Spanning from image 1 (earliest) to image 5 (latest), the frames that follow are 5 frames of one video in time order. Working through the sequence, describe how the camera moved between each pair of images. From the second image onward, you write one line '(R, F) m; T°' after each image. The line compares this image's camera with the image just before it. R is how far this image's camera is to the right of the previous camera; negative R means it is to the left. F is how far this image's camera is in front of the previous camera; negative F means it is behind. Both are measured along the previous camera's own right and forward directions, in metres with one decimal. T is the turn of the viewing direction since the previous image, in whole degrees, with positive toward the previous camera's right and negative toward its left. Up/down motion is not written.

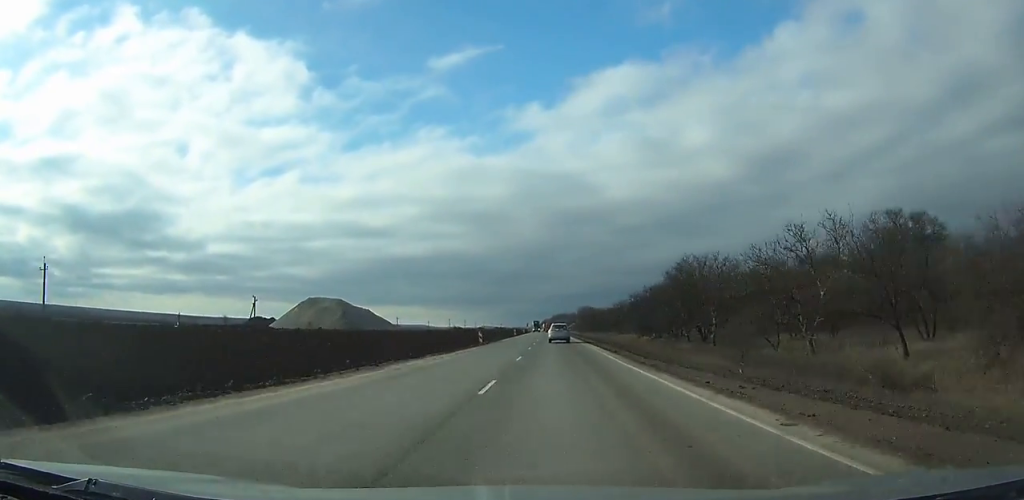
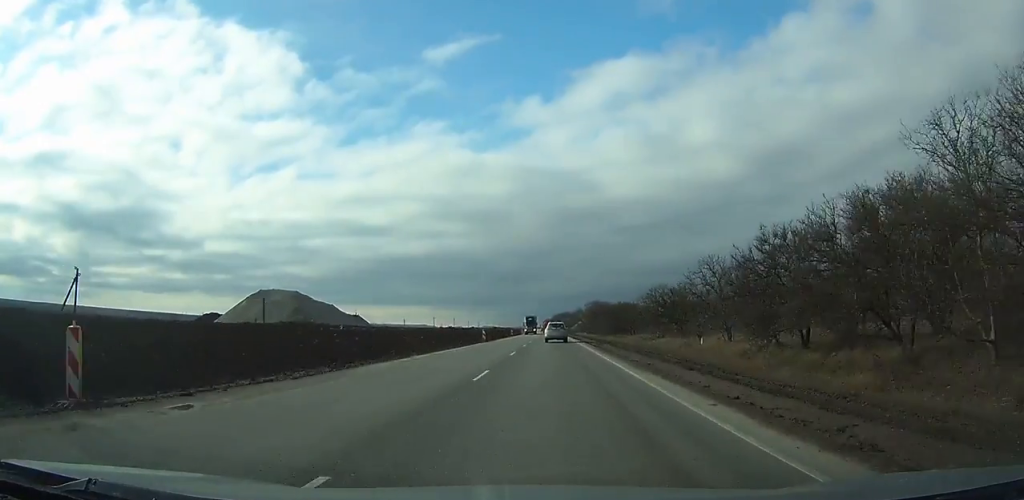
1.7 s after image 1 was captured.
(-0.1, +45.5) m; 0°
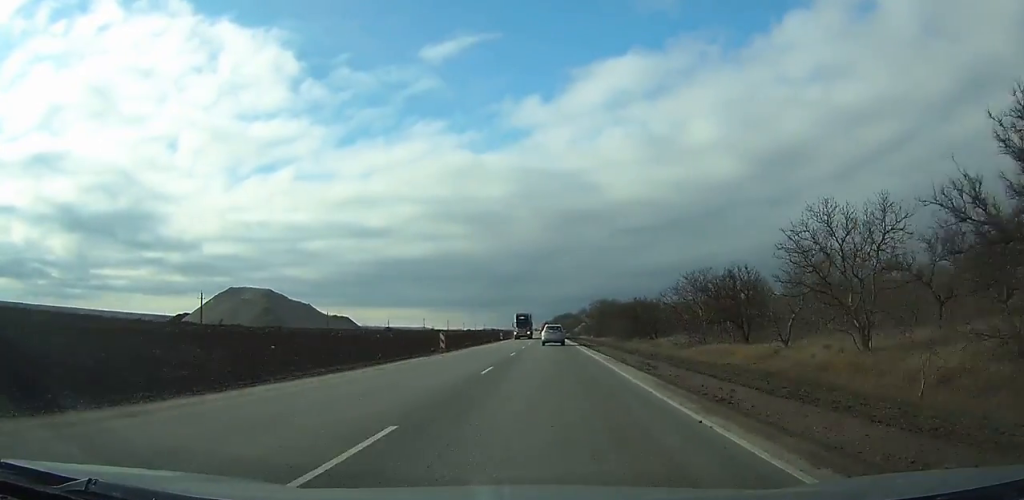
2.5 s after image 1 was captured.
(+0.1, +21.6) m; 0°
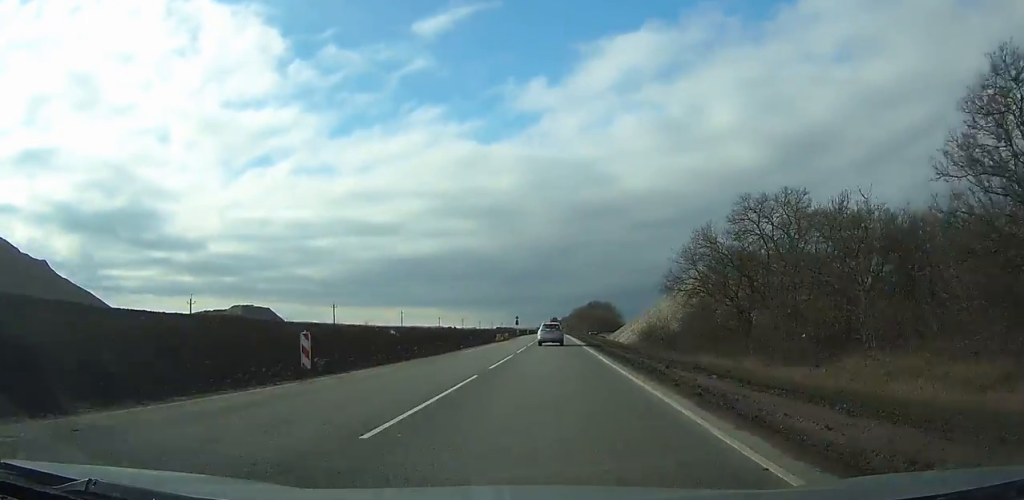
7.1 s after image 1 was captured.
(-1.6, +118.4) m; -1°
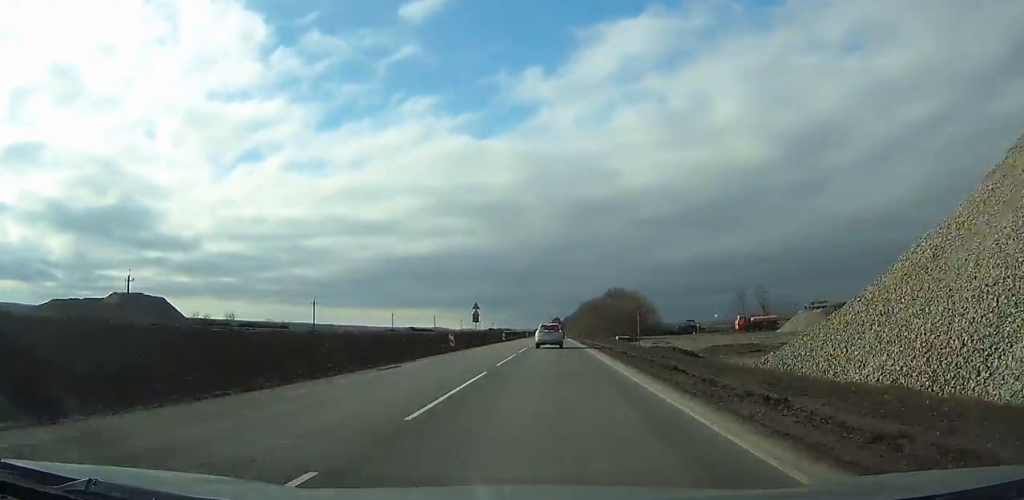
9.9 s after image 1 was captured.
(-0.3, +70.7) m; 0°
